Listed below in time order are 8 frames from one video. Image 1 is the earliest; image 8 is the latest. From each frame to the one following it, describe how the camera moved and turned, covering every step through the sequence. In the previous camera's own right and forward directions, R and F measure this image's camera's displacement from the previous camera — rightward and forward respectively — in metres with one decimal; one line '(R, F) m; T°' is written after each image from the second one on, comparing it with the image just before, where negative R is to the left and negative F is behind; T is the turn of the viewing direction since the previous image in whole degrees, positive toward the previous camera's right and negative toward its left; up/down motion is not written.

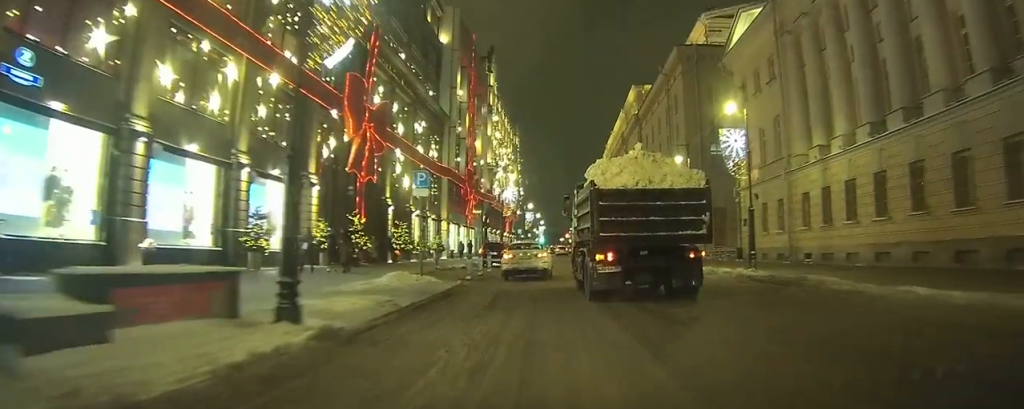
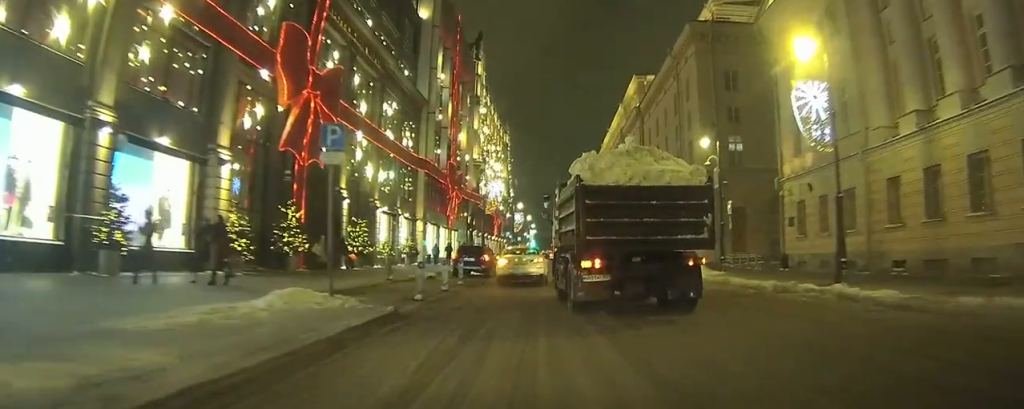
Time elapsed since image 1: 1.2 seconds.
(+0.3, +7.3) m; +3°
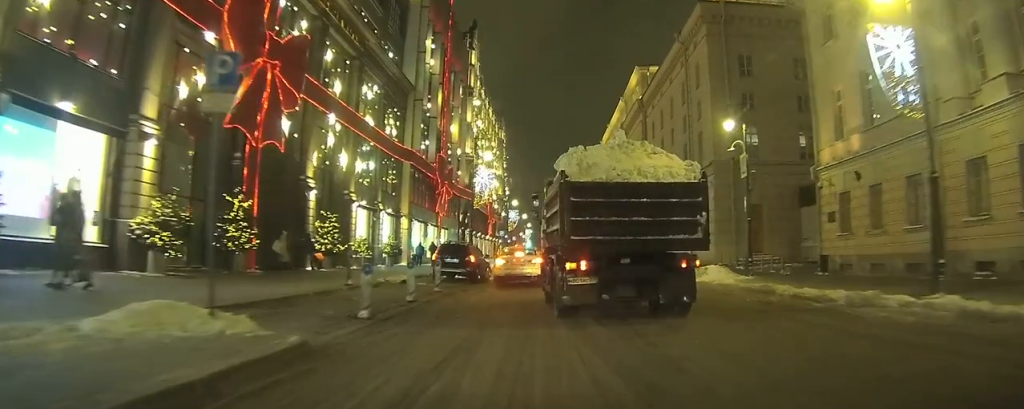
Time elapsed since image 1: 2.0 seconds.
(0.0, +4.1) m; +2°
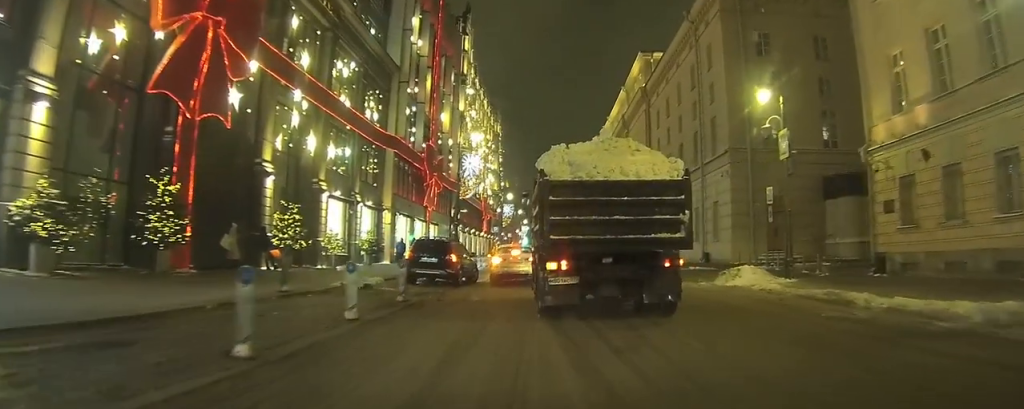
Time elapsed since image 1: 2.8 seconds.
(+0.1, +4.4) m; +3°
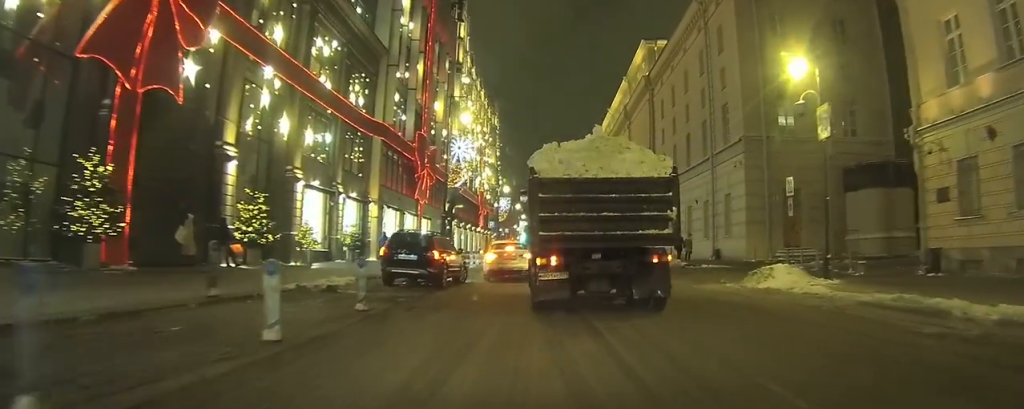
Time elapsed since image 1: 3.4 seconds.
(+0.1, +3.2) m; +1°
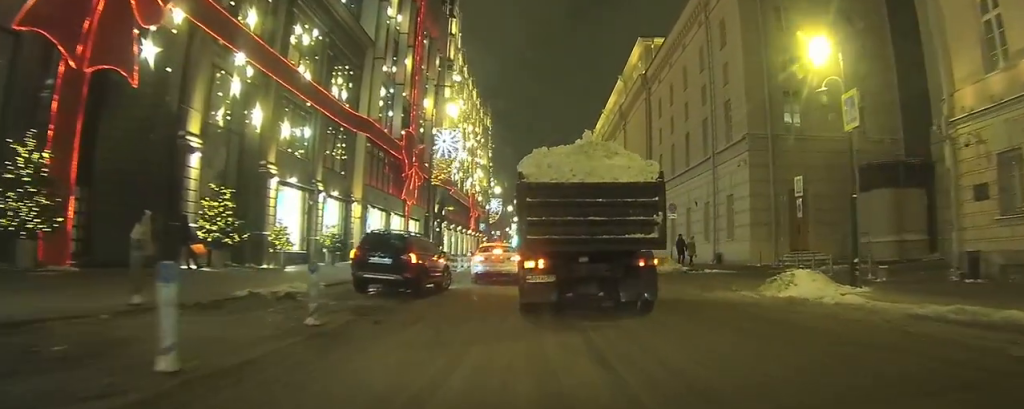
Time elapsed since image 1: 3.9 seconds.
(0.0, +2.2) m; 0°
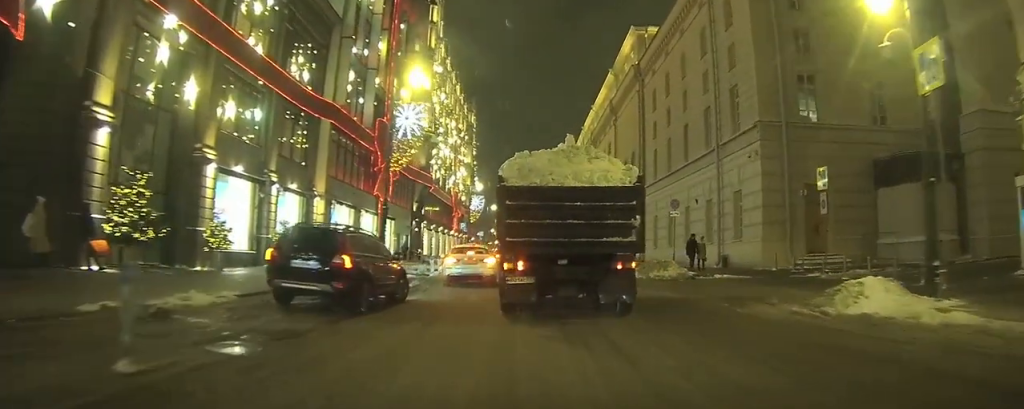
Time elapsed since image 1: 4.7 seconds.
(0.0, +4.3) m; -1°
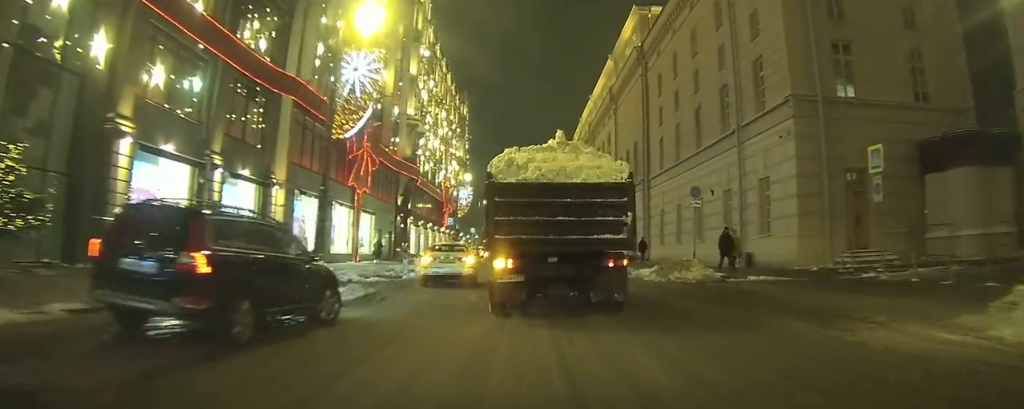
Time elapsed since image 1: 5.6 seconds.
(-0.1, +4.7) m; -2°
